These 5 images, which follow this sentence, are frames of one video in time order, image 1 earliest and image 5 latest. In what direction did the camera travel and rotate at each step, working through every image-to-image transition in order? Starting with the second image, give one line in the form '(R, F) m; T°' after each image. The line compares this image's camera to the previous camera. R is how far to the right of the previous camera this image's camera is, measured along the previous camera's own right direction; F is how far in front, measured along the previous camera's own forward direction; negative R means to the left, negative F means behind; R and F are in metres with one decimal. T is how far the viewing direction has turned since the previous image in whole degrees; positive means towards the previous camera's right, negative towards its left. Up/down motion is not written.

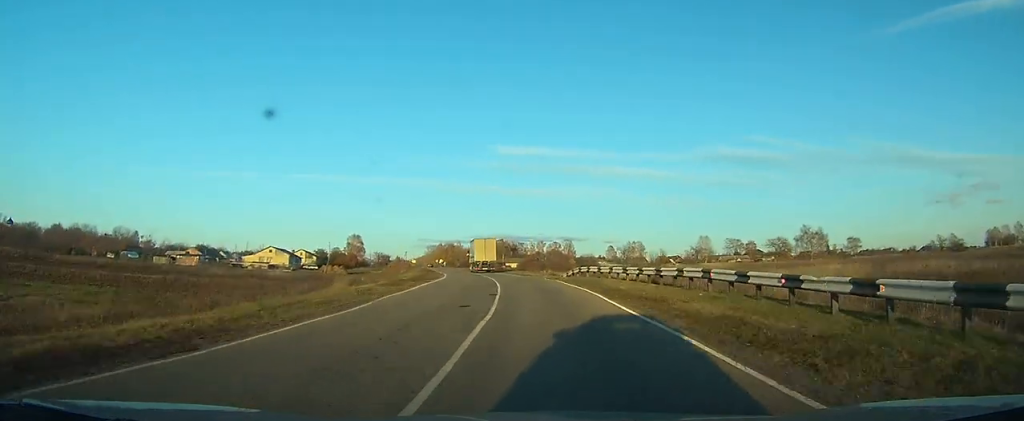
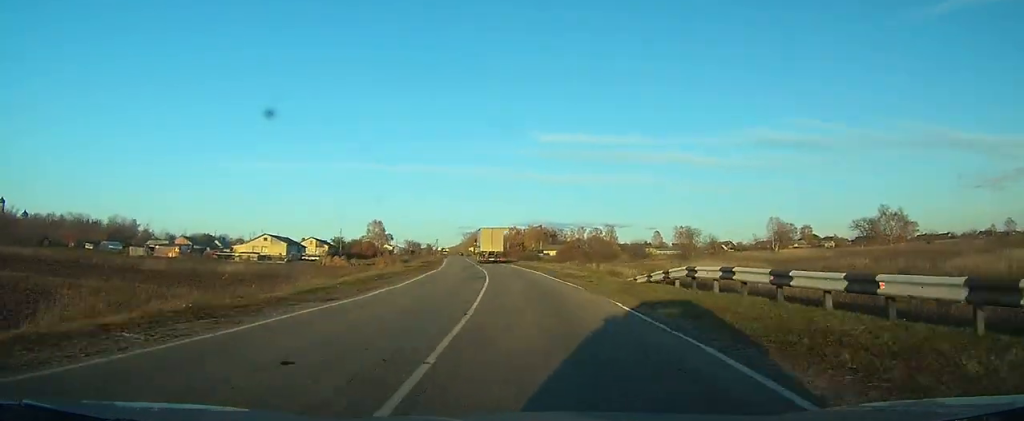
(-0.7, +24.4) m; -3°
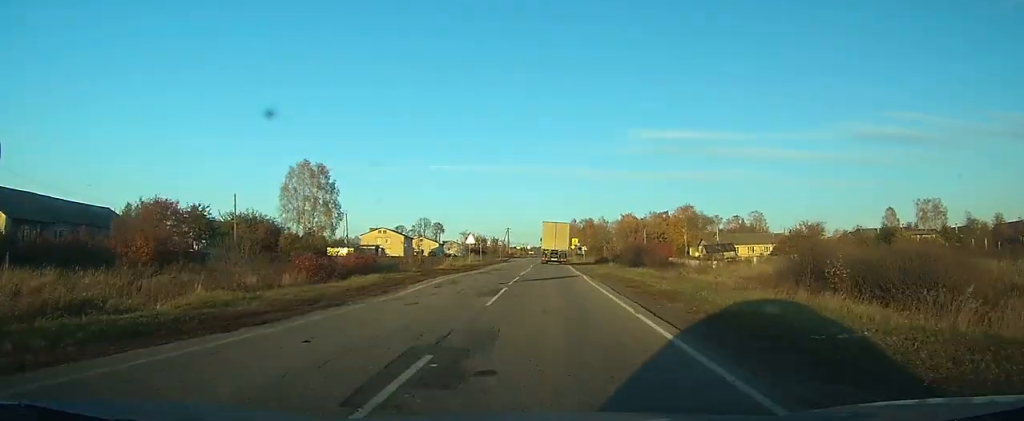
(-17.6, +138.5) m; -10°
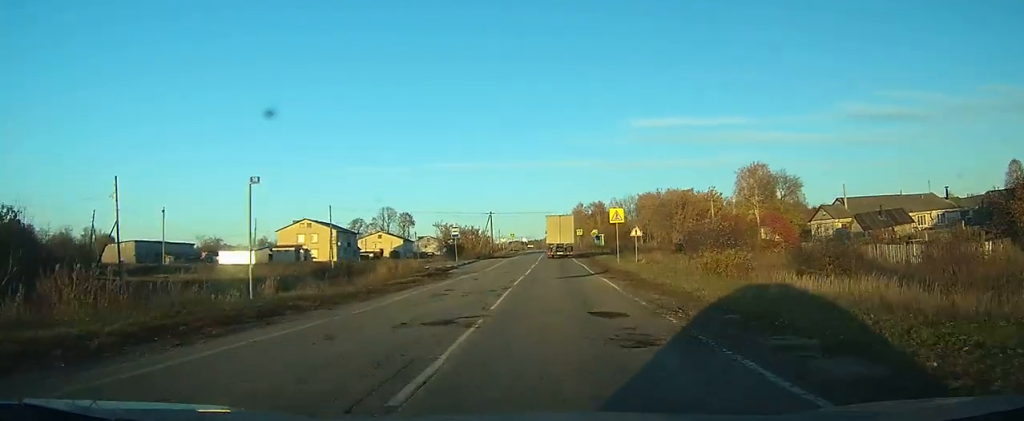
(+0.1, +60.1) m; 0°
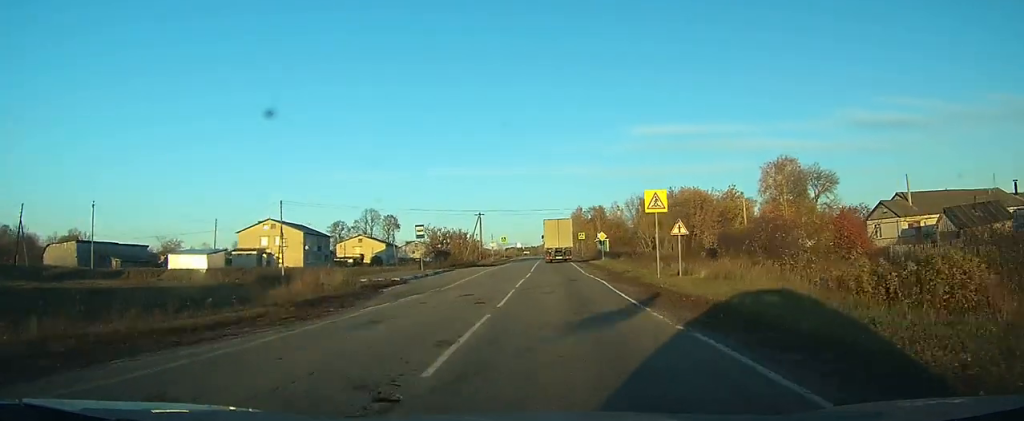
(0.0, +15.1) m; 0°
